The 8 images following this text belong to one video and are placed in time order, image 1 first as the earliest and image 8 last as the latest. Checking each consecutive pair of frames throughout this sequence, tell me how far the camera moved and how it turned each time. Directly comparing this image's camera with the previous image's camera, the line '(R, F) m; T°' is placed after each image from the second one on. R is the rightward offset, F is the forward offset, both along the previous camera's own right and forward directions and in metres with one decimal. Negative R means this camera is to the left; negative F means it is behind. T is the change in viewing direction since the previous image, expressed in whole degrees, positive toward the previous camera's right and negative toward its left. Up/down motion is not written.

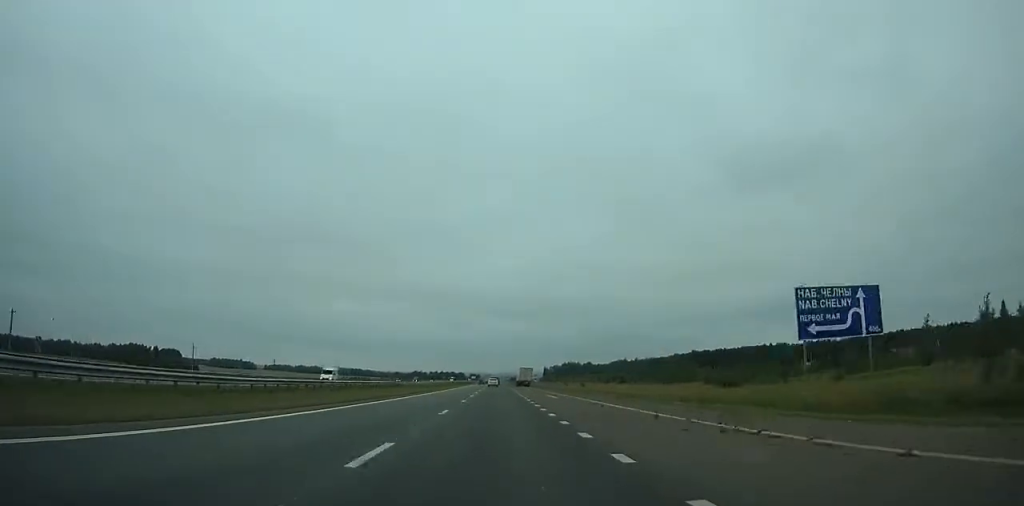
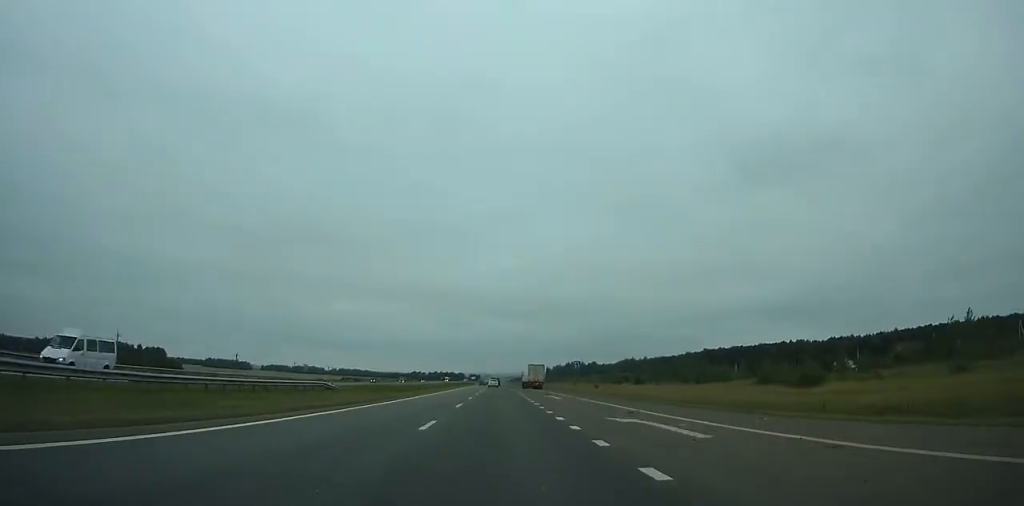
(0.0, +29.1) m; 0°
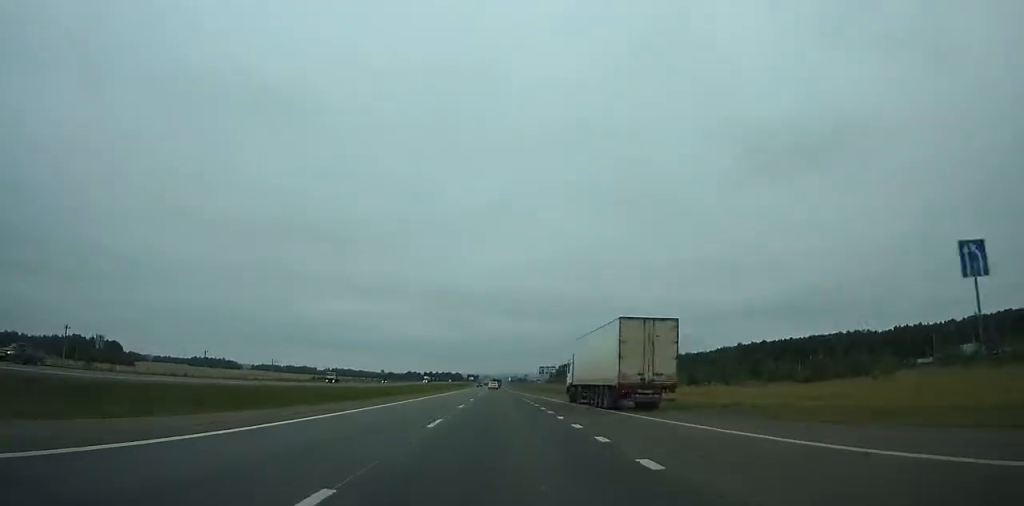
(+0.1, +69.5) m; 0°
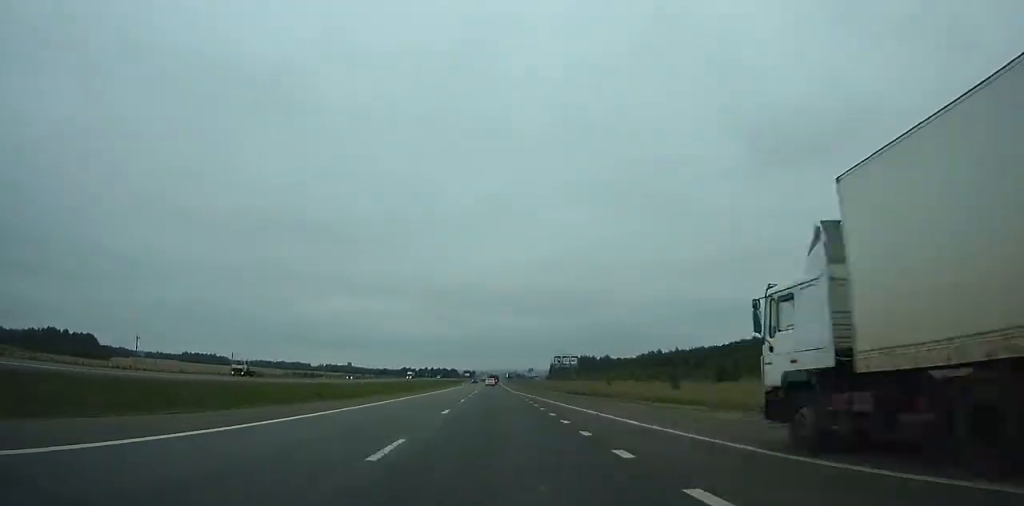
(-0.1, +31.3) m; 0°
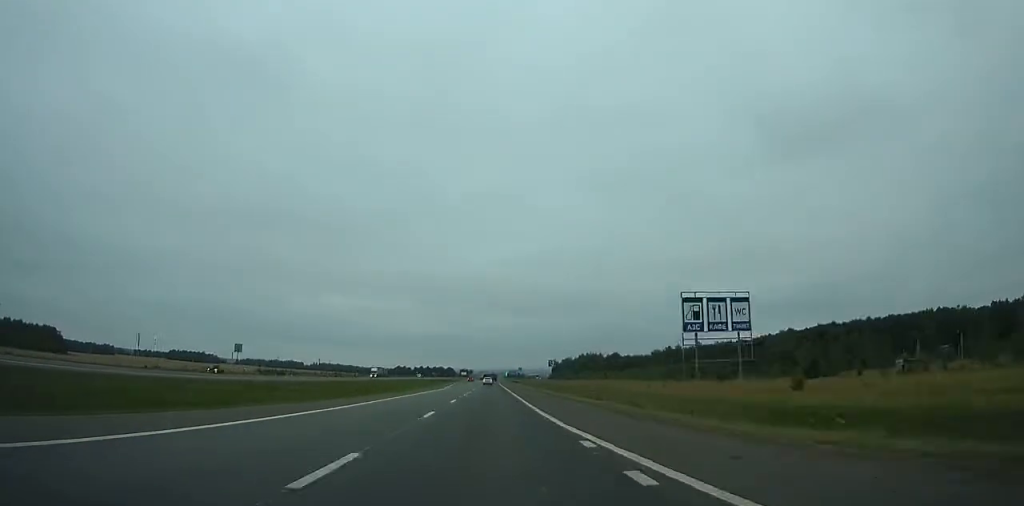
(+0.2, +49.3) m; 0°
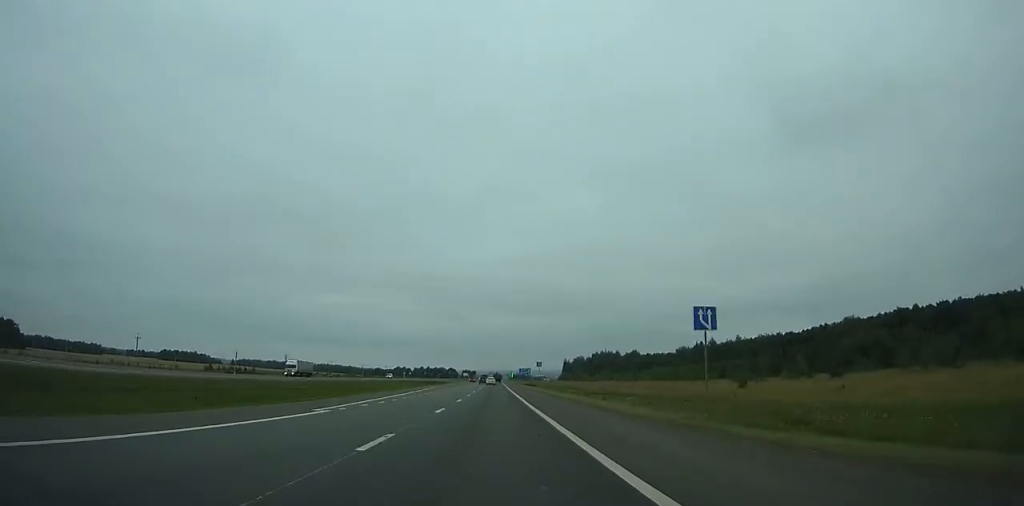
(+0.1, +56.2) m; 0°
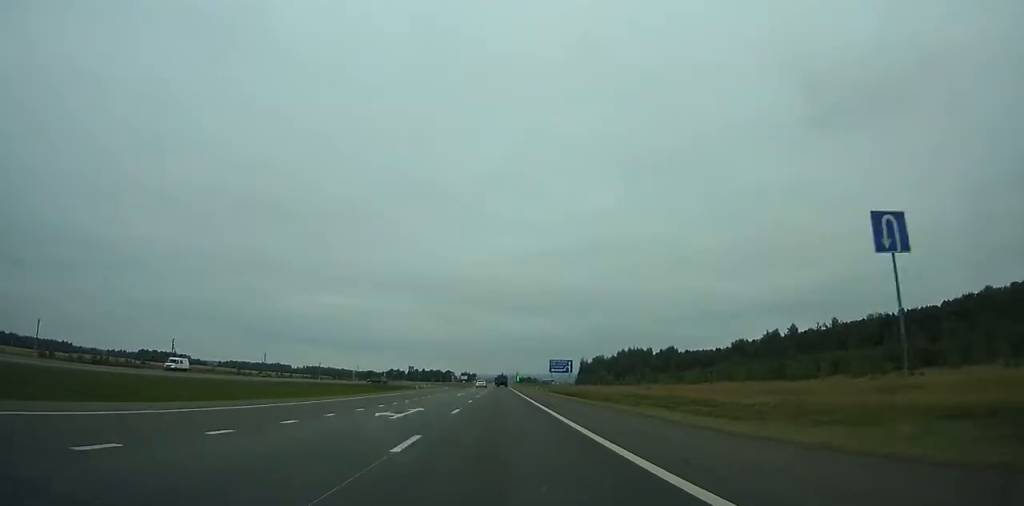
(-0.4, +95.4) m; 0°
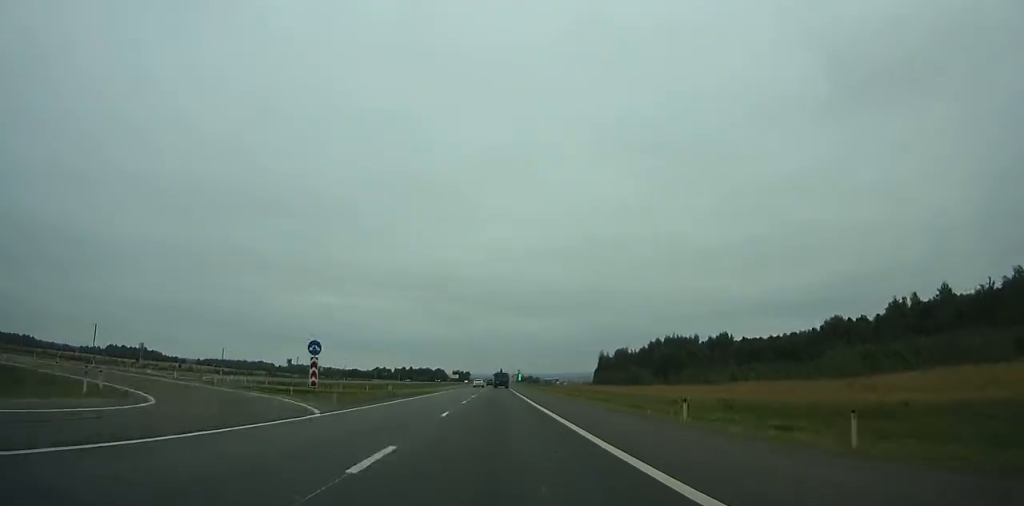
(0.0, +97.5) m; 0°
